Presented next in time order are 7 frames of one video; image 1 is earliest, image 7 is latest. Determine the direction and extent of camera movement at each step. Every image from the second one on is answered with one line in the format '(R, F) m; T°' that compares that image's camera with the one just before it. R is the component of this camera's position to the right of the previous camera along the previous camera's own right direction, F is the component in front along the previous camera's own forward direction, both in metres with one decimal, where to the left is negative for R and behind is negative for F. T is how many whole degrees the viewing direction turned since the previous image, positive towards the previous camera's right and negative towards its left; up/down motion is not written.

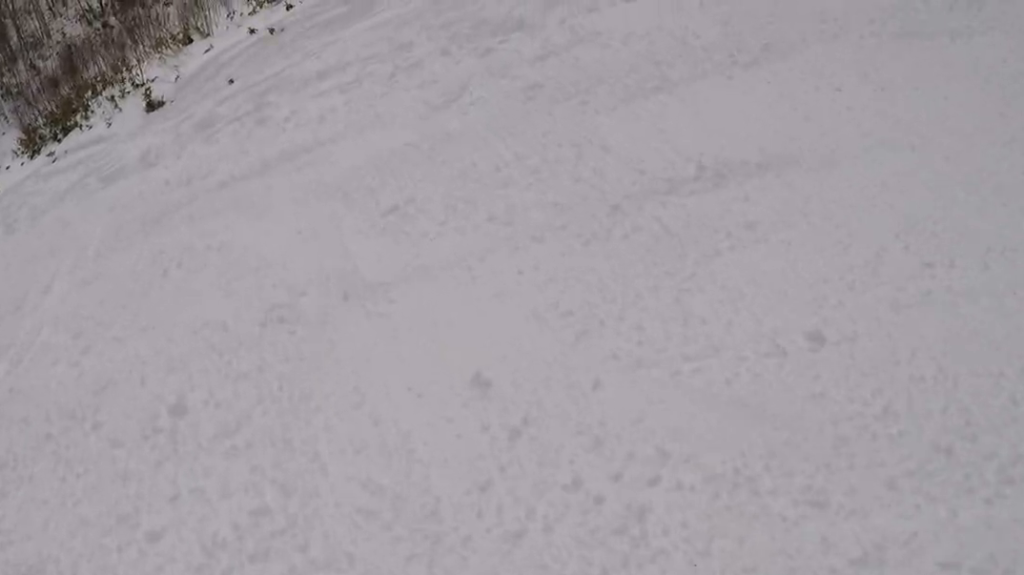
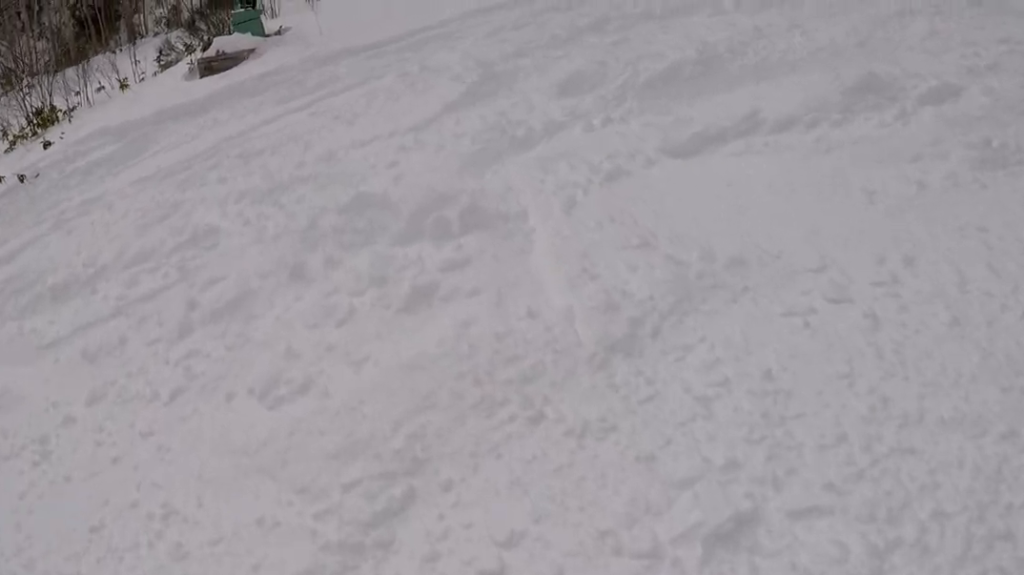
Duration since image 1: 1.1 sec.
(+0.9, +3.6) m; +11°
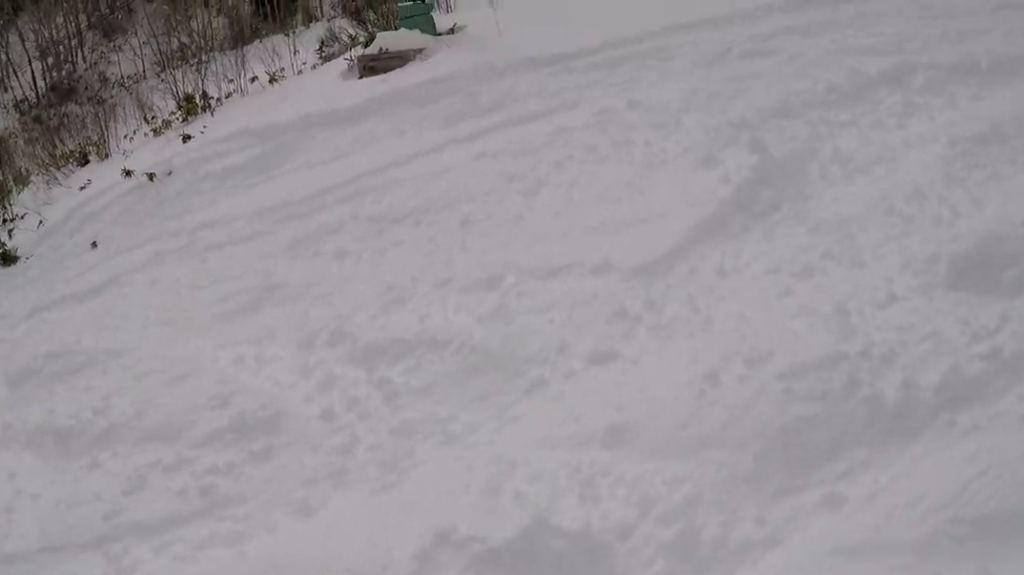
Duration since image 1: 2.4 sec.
(-0.7, +3.6) m; -29°
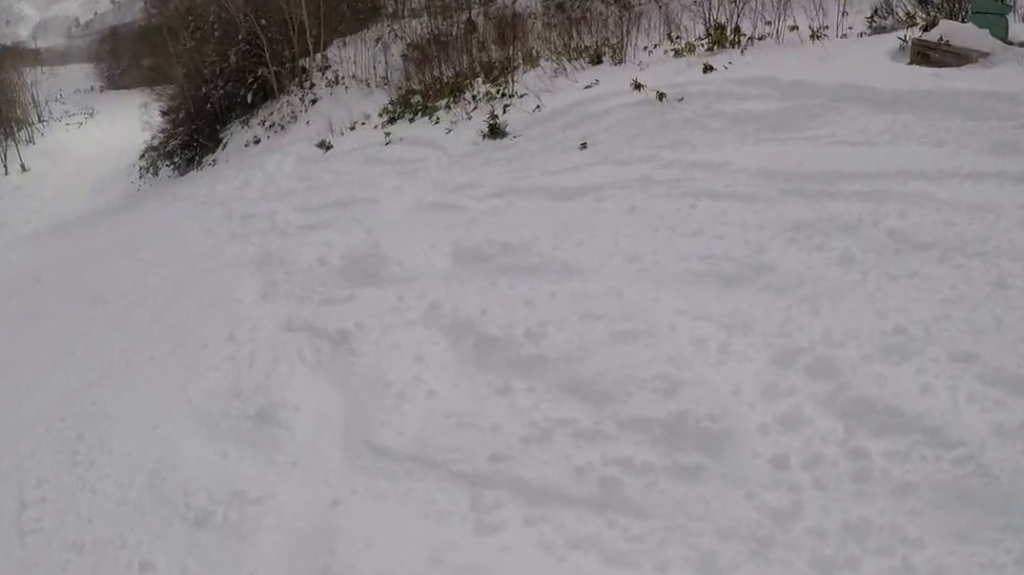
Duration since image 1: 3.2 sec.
(-0.5, +1.8) m; -23°
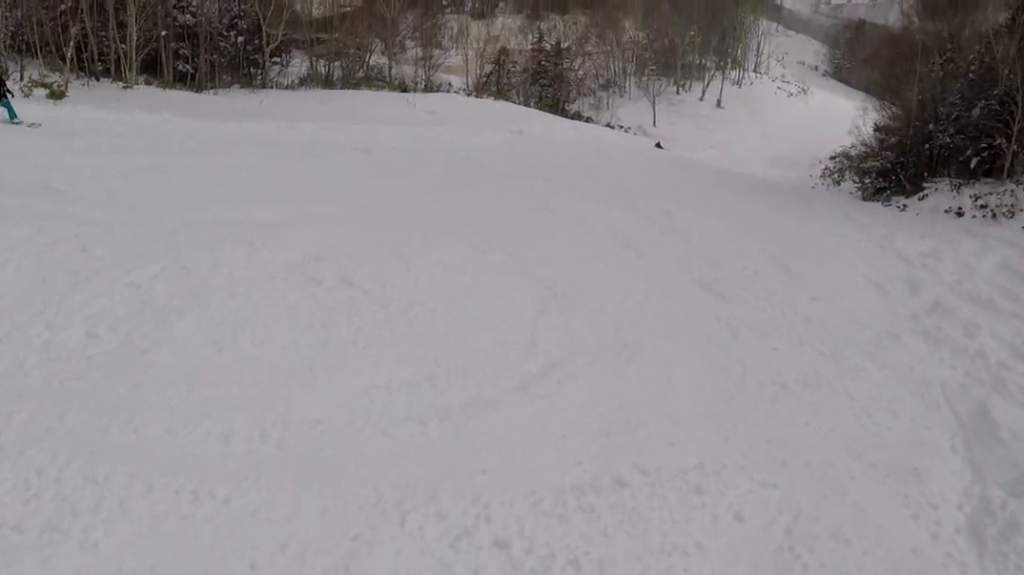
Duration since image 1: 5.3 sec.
(-2.0, +3.5) m; -58°
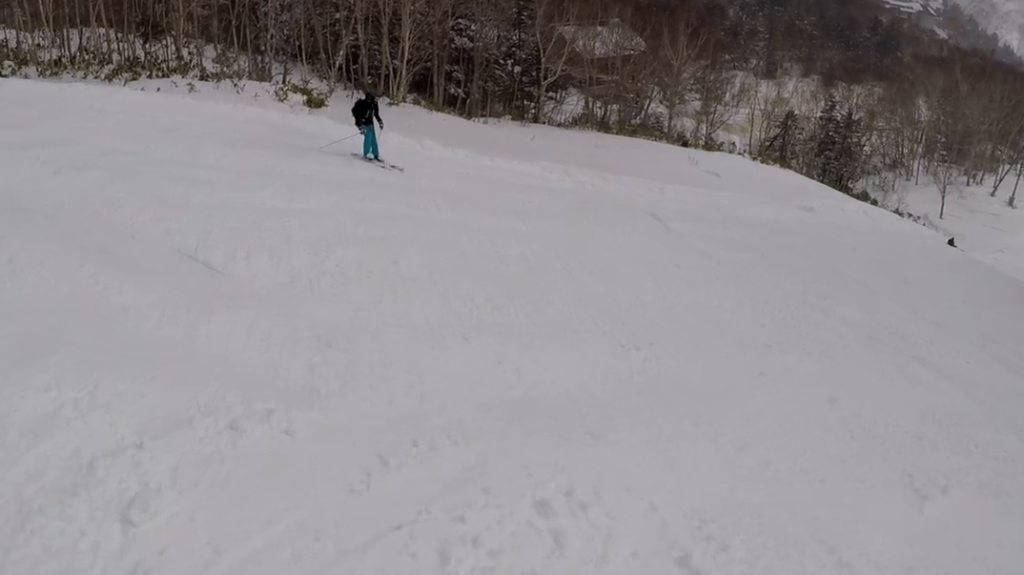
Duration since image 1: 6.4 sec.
(-0.4, +2.8) m; -26°
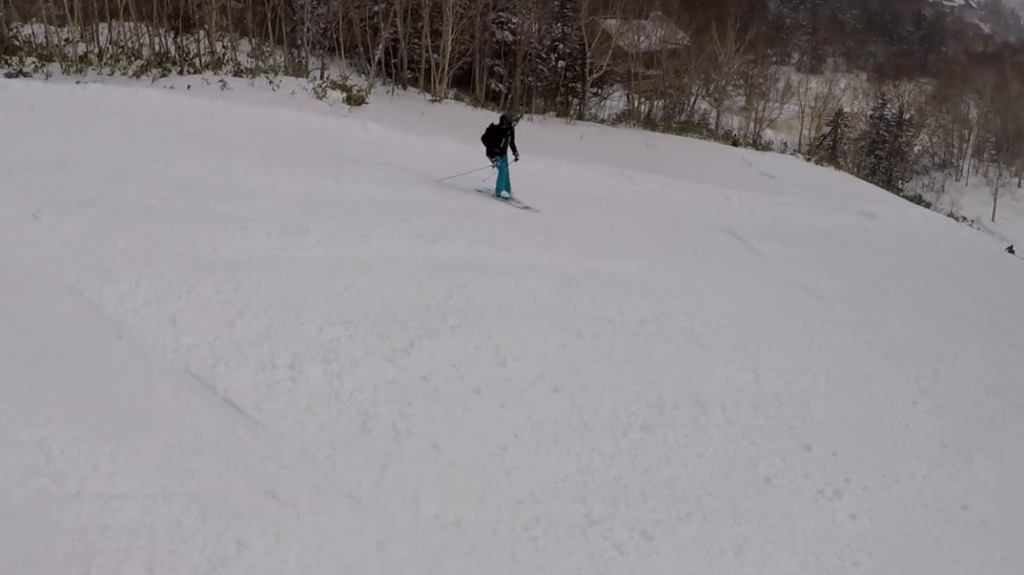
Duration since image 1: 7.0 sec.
(-0.6, +1.7) m; -6°
